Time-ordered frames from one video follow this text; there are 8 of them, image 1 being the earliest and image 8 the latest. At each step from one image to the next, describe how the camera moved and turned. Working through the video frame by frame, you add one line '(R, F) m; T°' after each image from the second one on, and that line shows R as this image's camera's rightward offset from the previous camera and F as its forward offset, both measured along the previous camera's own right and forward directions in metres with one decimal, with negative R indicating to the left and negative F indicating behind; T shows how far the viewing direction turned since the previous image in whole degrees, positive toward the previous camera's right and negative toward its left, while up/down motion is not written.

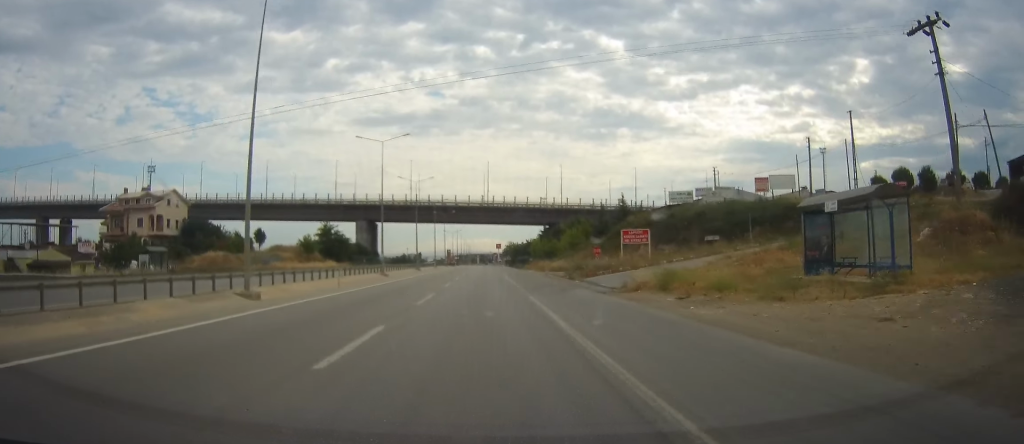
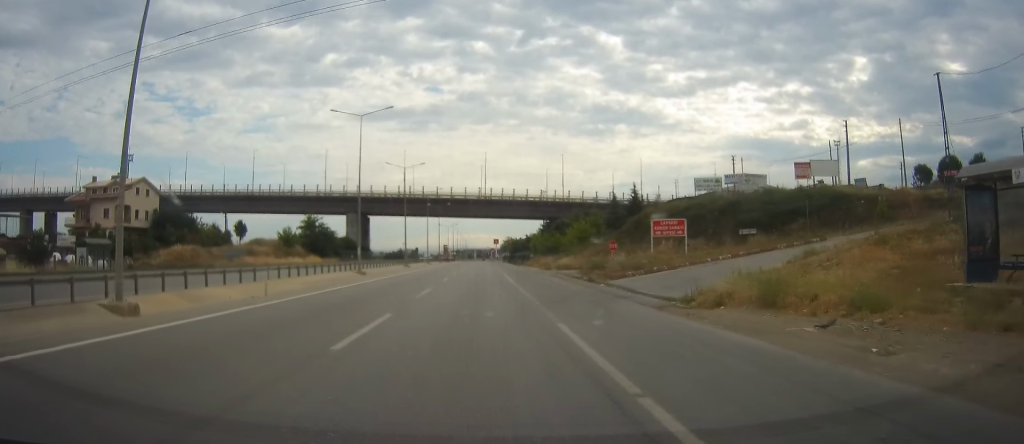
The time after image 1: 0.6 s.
(0.0, +10.5) m; 0°
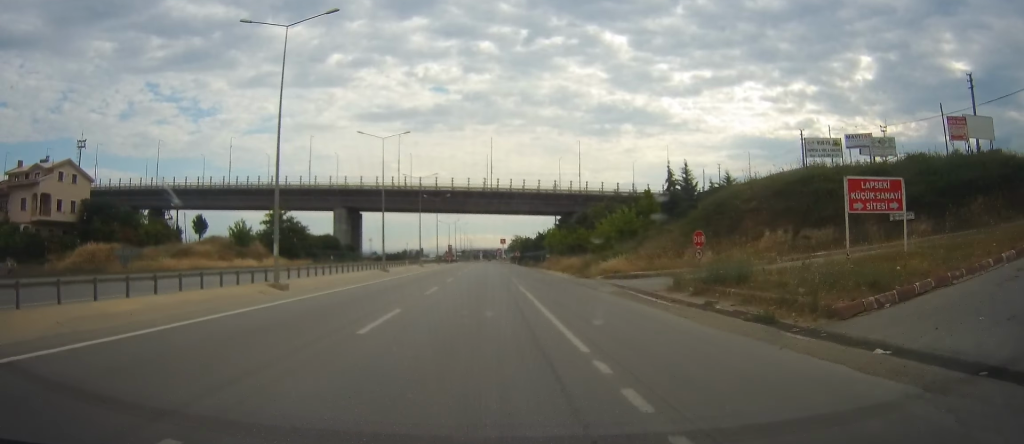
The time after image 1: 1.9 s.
(-0.1, +21.9) m; 0°
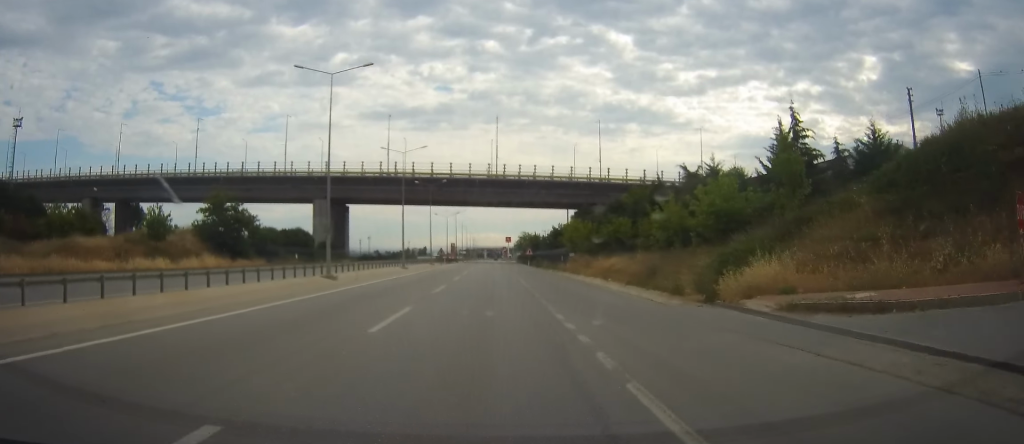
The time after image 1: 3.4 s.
(+0.6, +23.3) m; +1°
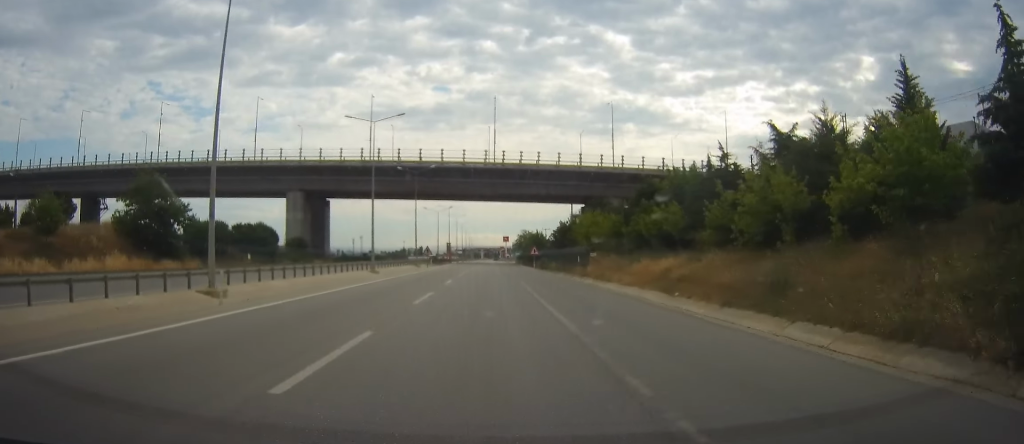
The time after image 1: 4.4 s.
(-0.8, +16.9) m; -2°
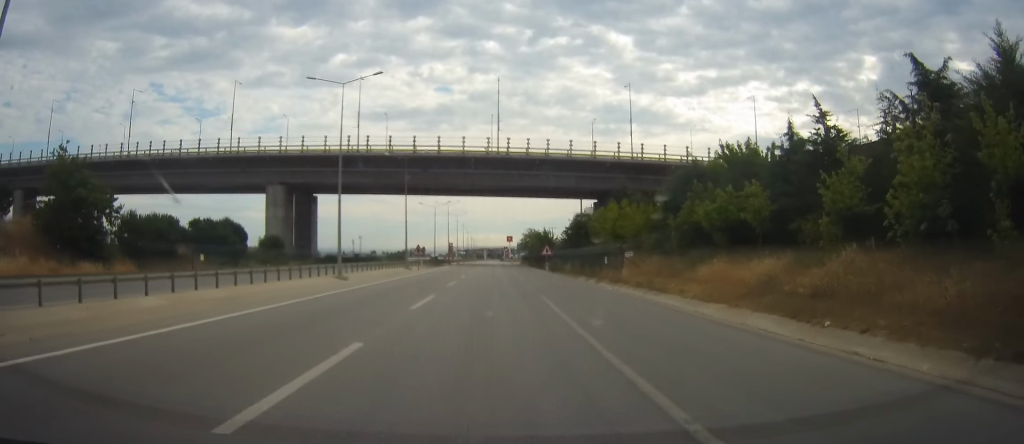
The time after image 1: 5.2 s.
(+0.1, +13.5) m; +1°
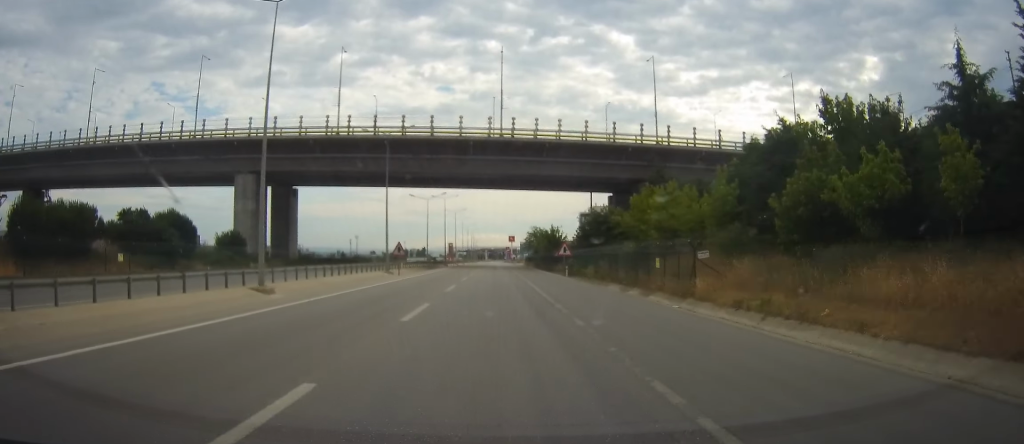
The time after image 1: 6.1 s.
(+0.1, +14.6) m; +1°
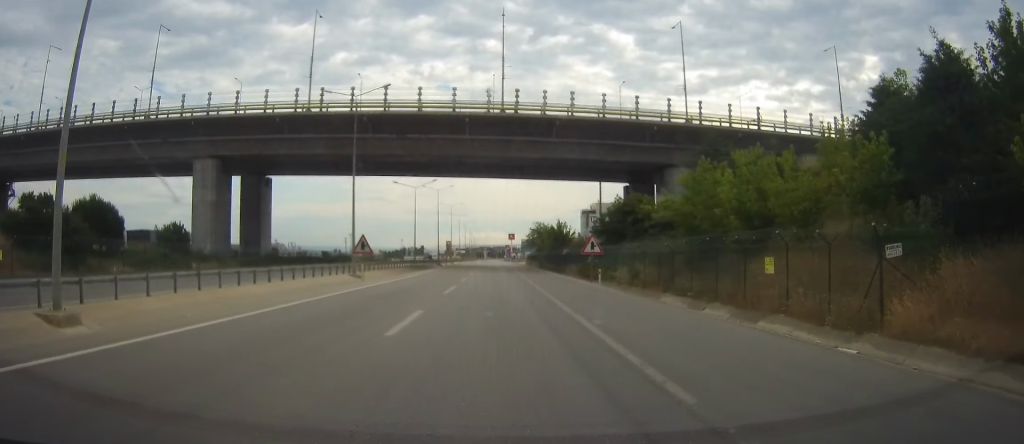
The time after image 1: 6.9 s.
(+0.1, +14.1) m; 0°
